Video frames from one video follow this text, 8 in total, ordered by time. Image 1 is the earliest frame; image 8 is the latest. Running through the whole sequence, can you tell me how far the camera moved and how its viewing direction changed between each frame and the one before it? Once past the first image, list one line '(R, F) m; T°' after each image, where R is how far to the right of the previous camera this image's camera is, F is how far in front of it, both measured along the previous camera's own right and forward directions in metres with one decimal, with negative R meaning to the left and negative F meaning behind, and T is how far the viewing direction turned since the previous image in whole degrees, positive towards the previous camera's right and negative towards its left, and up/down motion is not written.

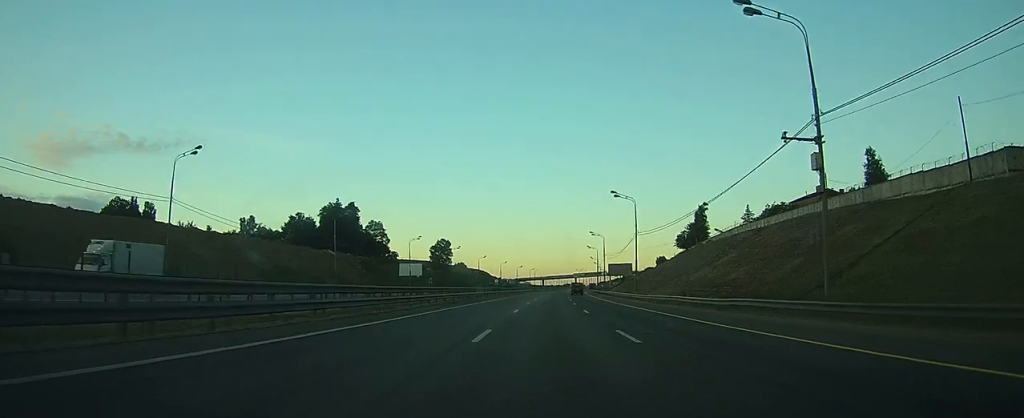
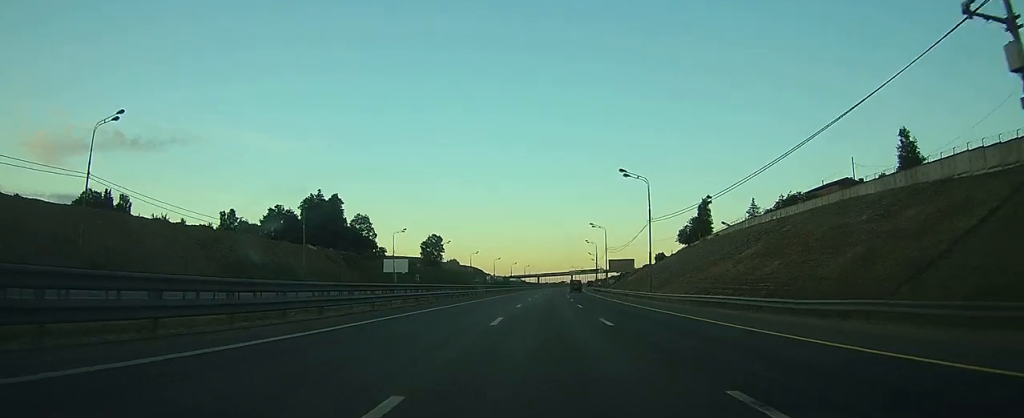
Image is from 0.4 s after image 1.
(0.0, +10.9) m; 0°
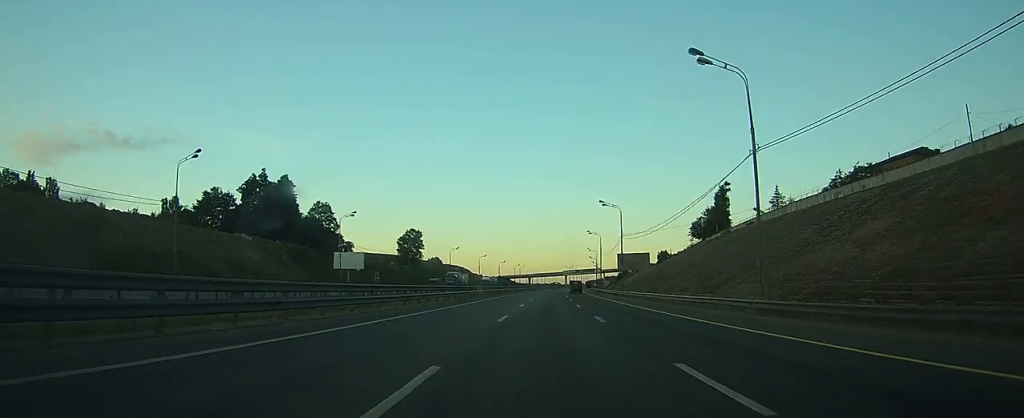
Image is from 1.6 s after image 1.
(+0.3, +29.5) m; +1°
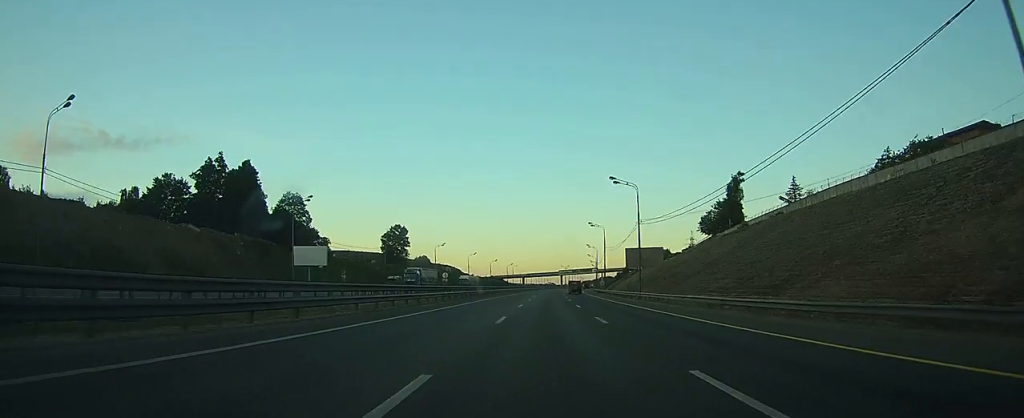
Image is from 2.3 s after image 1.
(0.0, +16.9) m; 0°
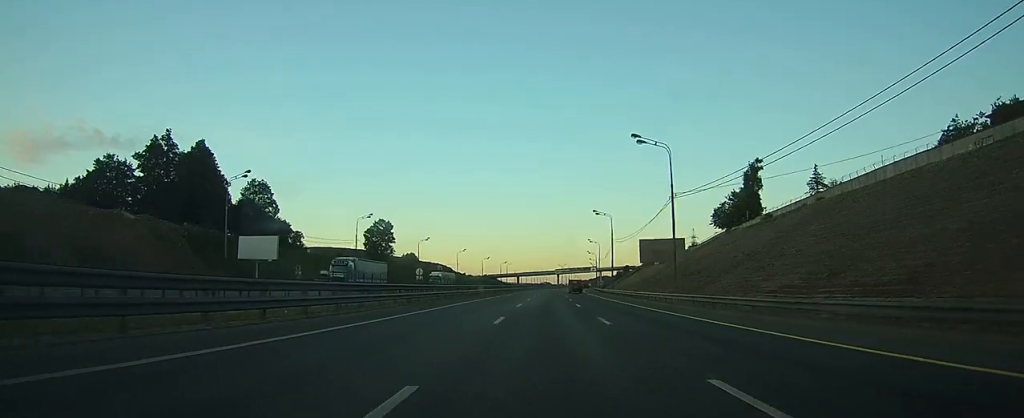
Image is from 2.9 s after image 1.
(+0.1, +16.9) m; 0°
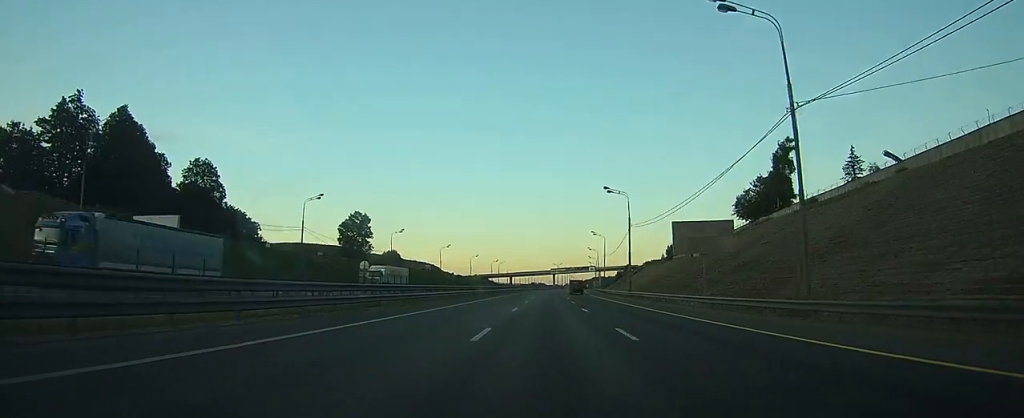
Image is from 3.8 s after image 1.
(+0.1, +21.9) m; 0°
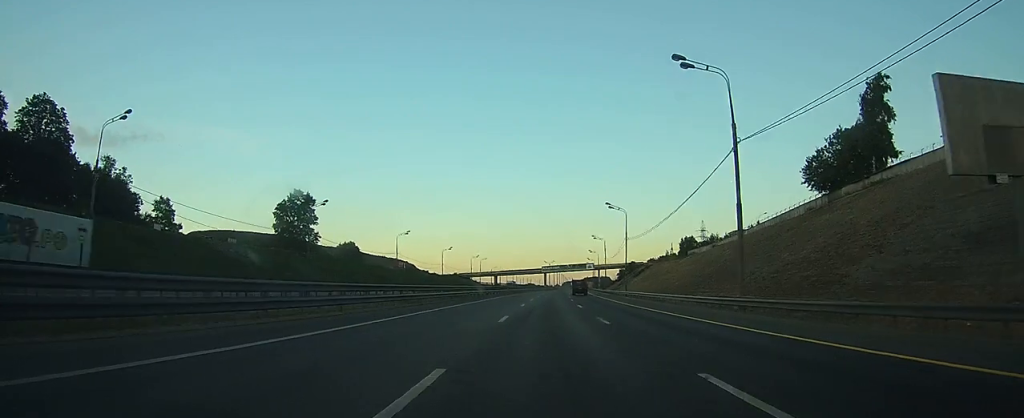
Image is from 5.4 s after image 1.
(+0.3, +40.2) m; +1°
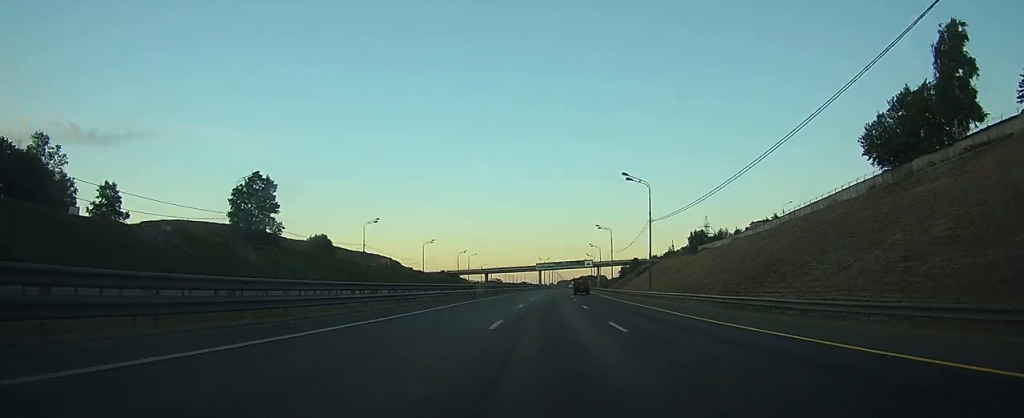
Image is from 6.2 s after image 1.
(+0.1, +20.0) m; 0°
